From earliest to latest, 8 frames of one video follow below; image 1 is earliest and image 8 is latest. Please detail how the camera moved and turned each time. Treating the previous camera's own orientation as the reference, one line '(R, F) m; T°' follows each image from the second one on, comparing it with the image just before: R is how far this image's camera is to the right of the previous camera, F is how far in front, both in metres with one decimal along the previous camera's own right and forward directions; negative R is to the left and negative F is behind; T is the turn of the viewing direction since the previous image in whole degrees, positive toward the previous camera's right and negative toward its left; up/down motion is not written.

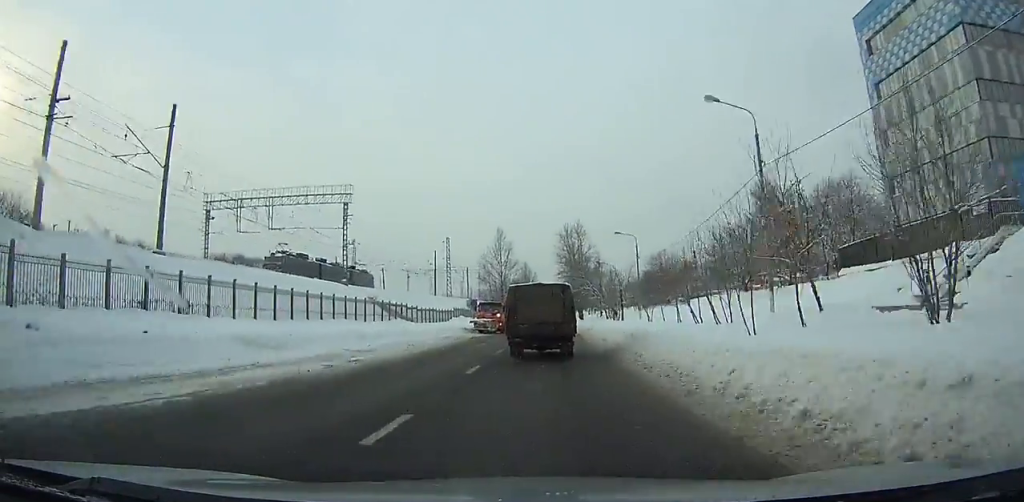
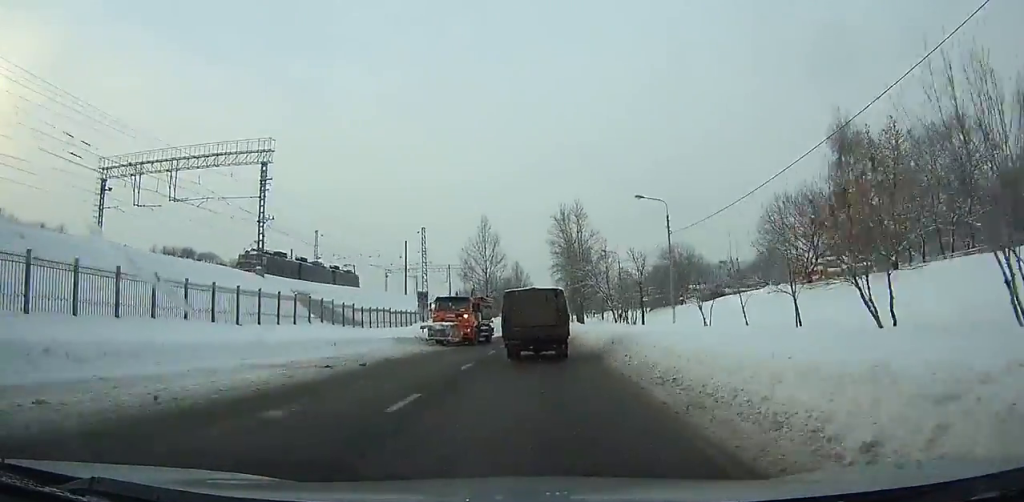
(0.0, +21.6) m; 0°
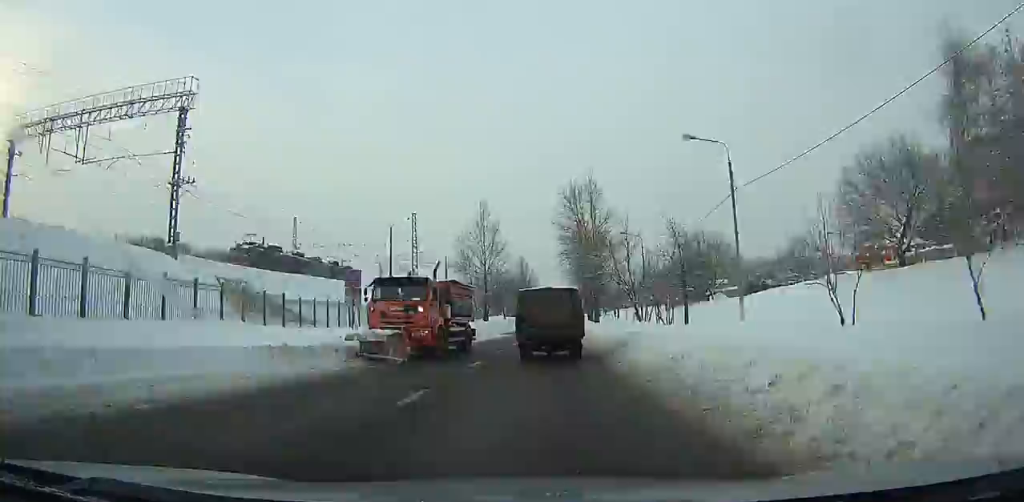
(0.0, +15.0) m; 0°
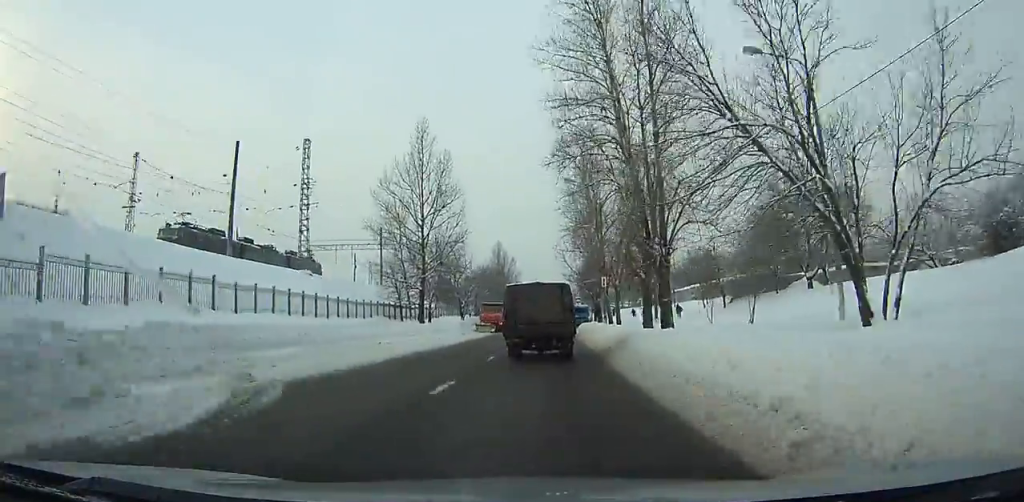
(+0.1, +46.4) m; +1°
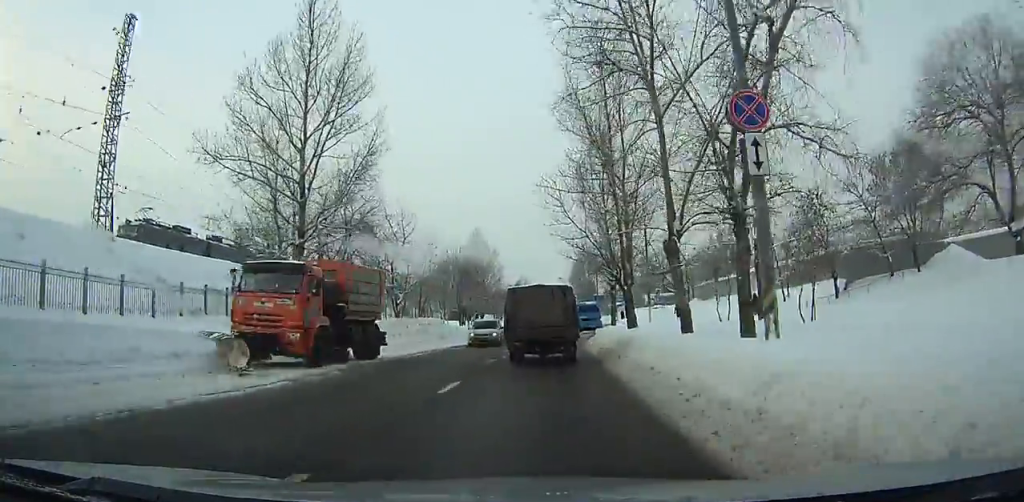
(+0.3, +33.3) m; +1°
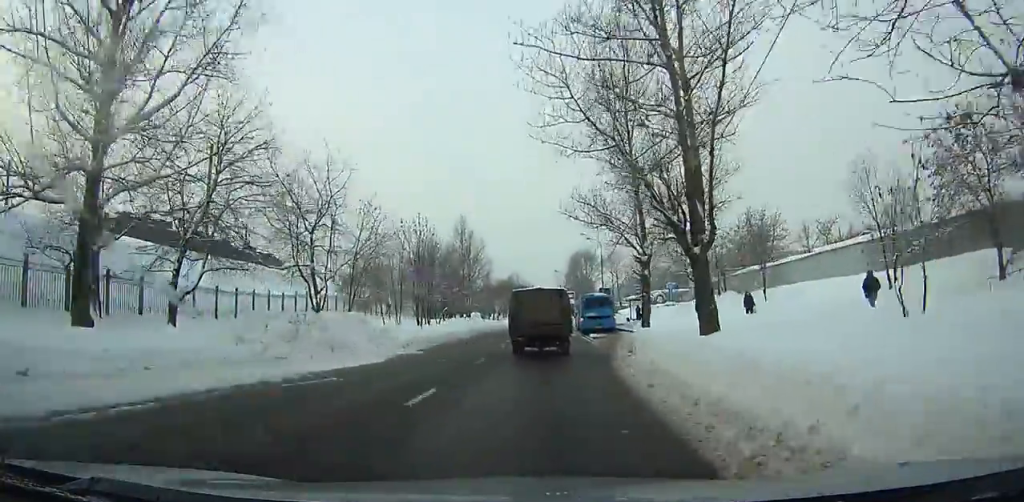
(+0.2, +19.0) m; 0°
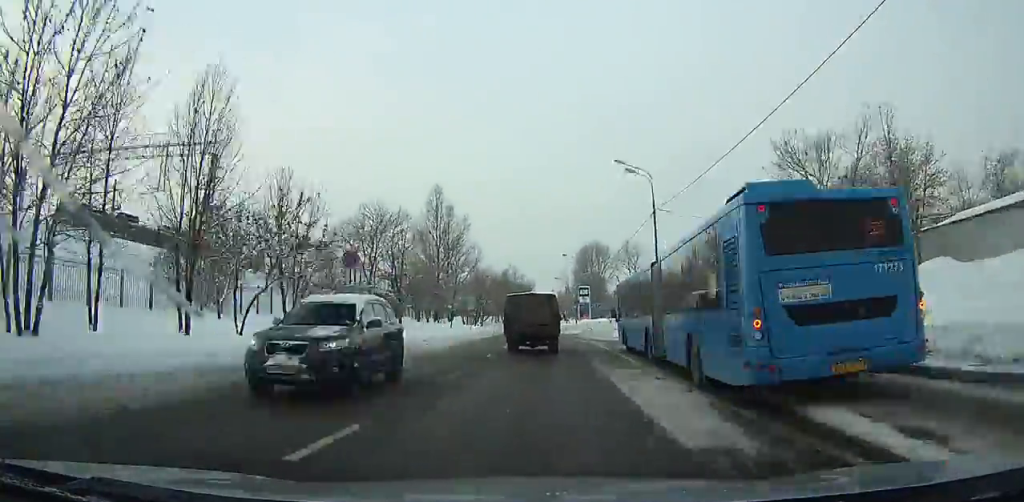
(0.0, +35.3) m; 0°
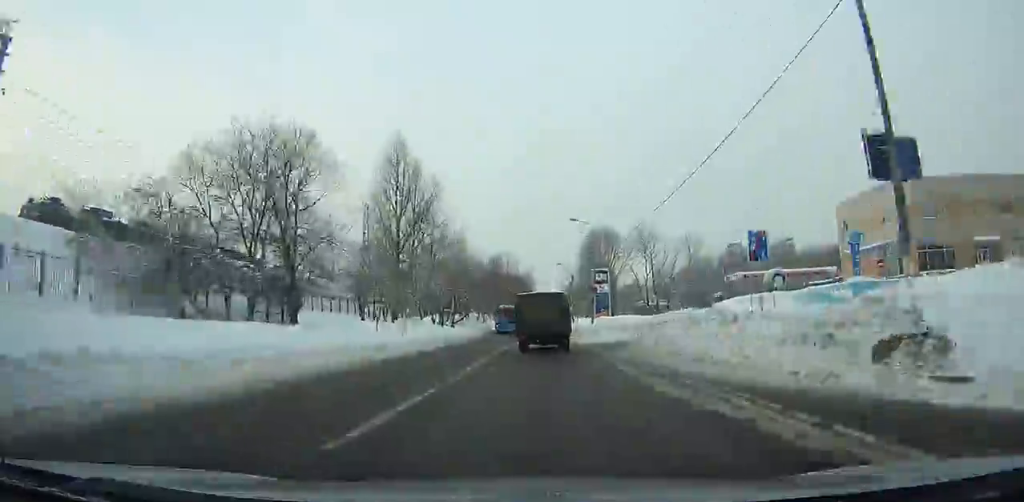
(-0.1, +27.9) m; 0°
